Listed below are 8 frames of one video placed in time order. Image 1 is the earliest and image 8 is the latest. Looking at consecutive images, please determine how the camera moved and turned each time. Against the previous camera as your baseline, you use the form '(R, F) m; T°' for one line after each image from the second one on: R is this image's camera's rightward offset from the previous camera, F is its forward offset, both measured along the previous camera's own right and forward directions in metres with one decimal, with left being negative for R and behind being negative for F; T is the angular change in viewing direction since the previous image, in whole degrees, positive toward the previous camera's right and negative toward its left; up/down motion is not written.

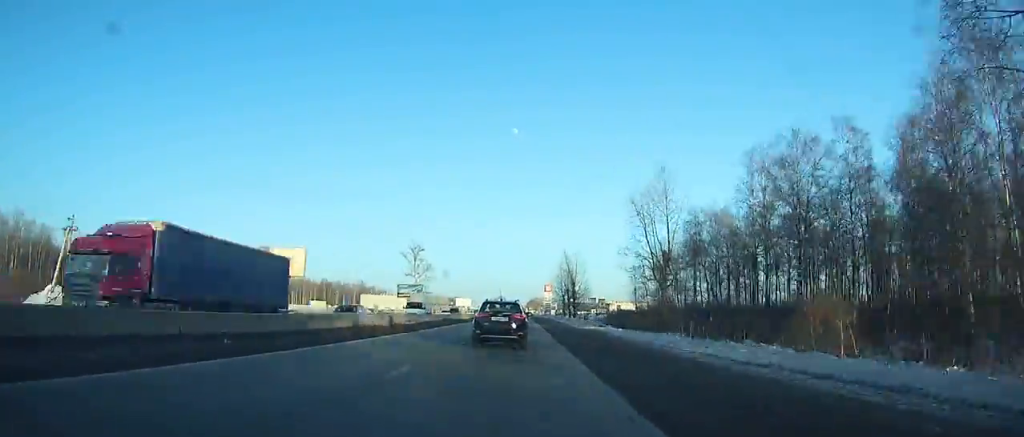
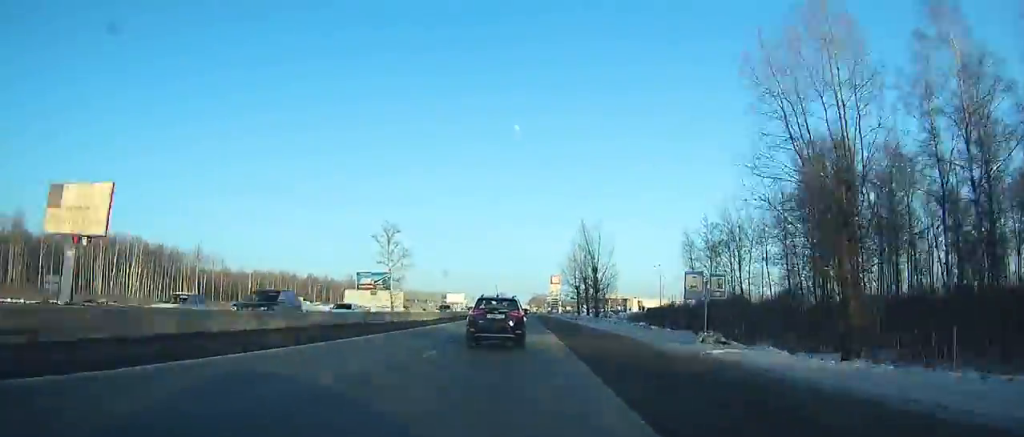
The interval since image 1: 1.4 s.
(-2.1, +33.2) m; +1°
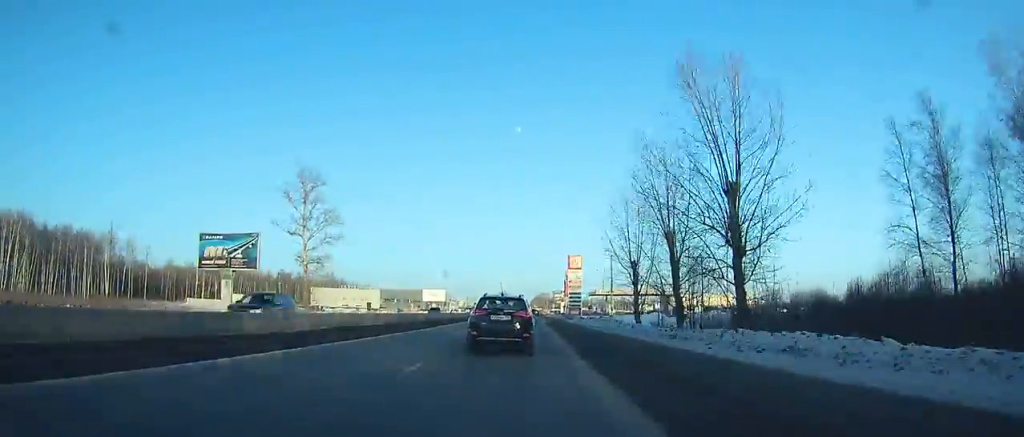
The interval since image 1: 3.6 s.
(0.0, +50.2) m; +2°
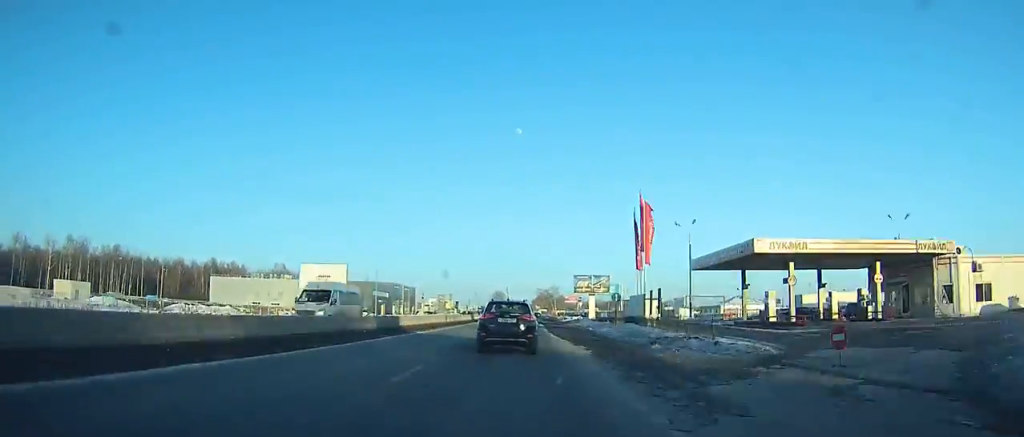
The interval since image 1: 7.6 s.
(+4.2, +84.4) m; +1°
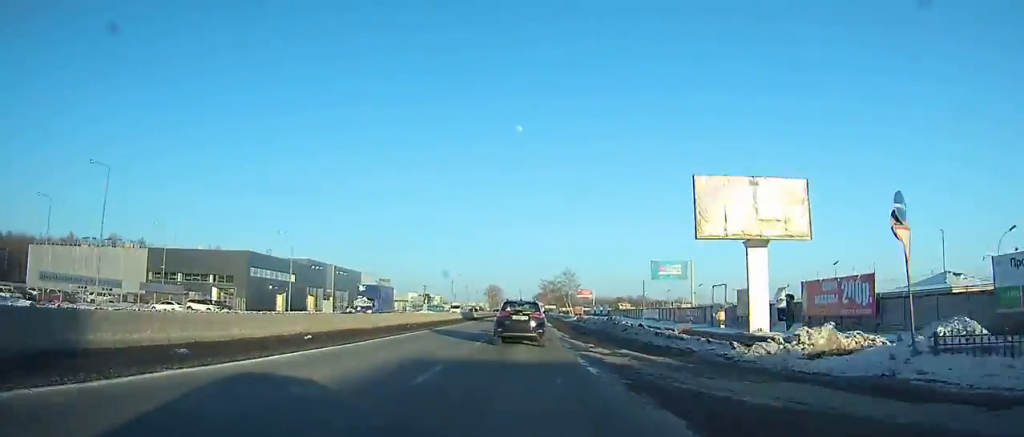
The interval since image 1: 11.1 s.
(-1.9, +72.9) m; -2°
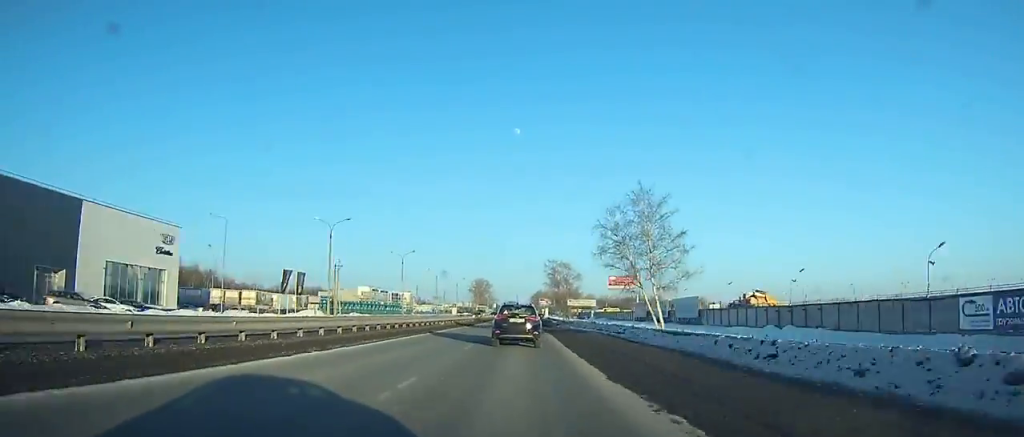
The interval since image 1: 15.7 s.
(0.0, +99.0) m; 0°
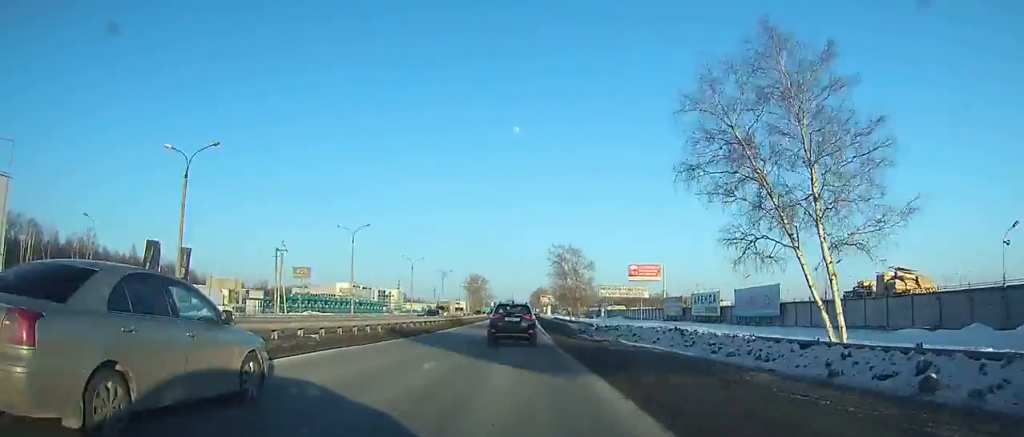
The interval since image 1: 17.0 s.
(+0.1, +29.3) m; 0°
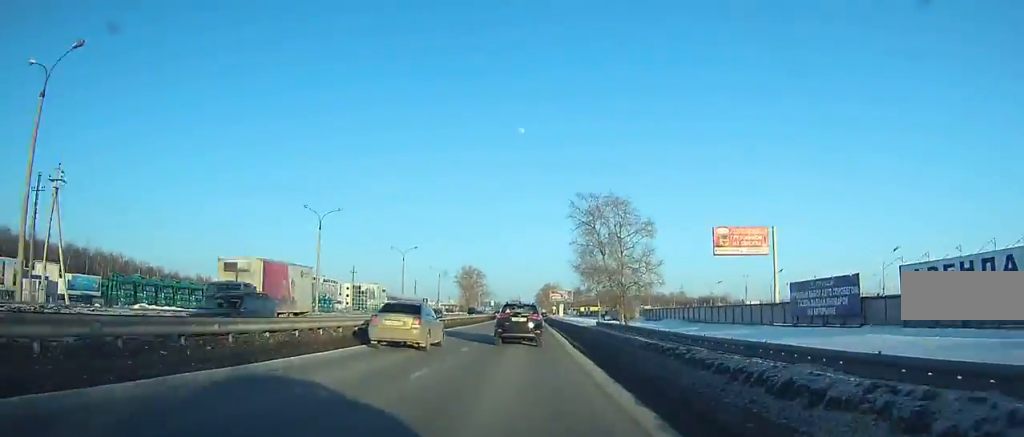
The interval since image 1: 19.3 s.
(-0.1, +51.3) m; 0°
